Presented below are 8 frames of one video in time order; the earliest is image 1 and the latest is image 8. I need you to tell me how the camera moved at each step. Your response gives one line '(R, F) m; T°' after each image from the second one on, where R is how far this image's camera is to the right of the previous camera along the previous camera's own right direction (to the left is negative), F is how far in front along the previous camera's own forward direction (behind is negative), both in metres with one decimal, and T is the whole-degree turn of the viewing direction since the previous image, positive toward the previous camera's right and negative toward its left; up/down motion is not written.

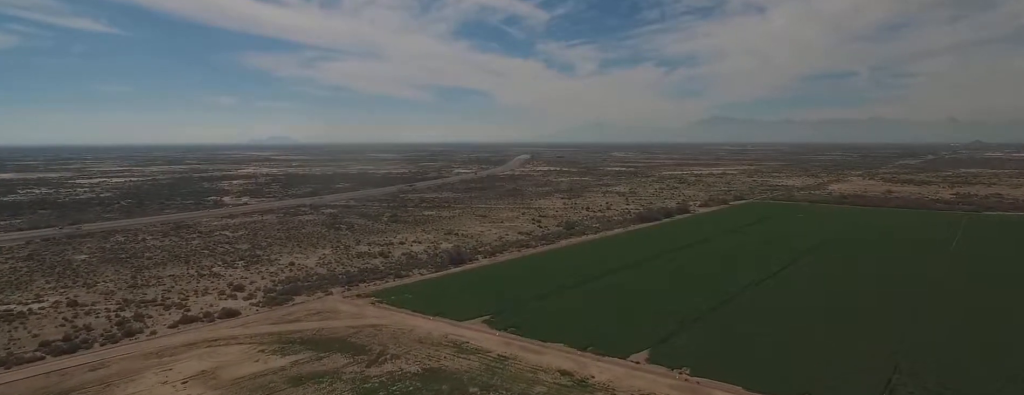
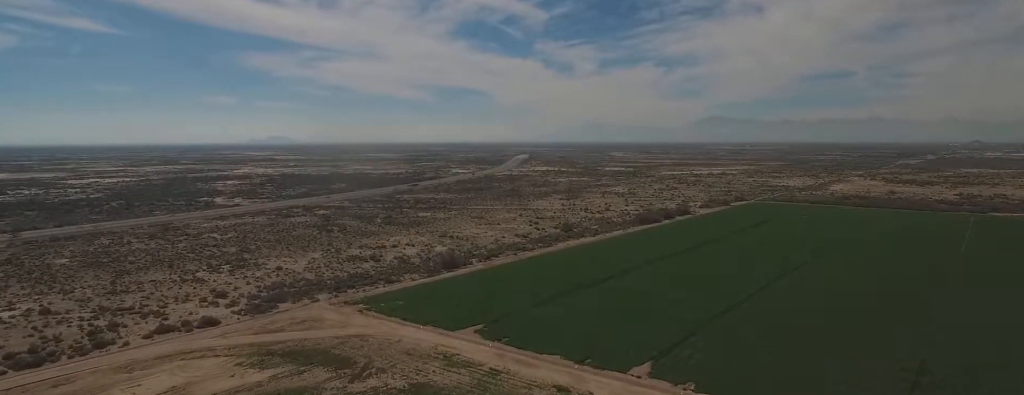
(0.0, +8.8) m; 0°
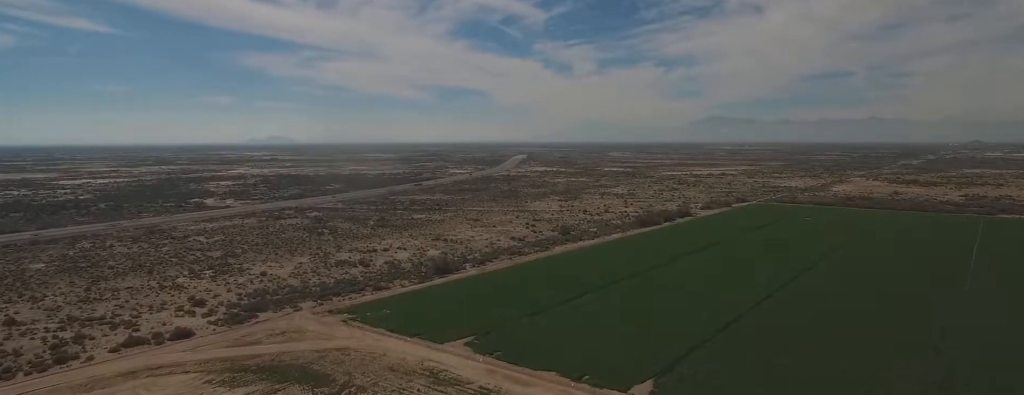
(0.0, +11.5) m; -1°
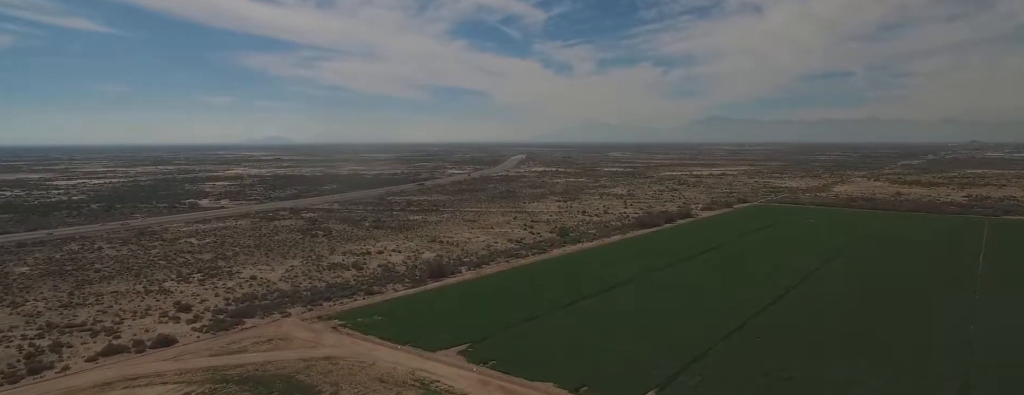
(0.0, +7.6) m; 0°
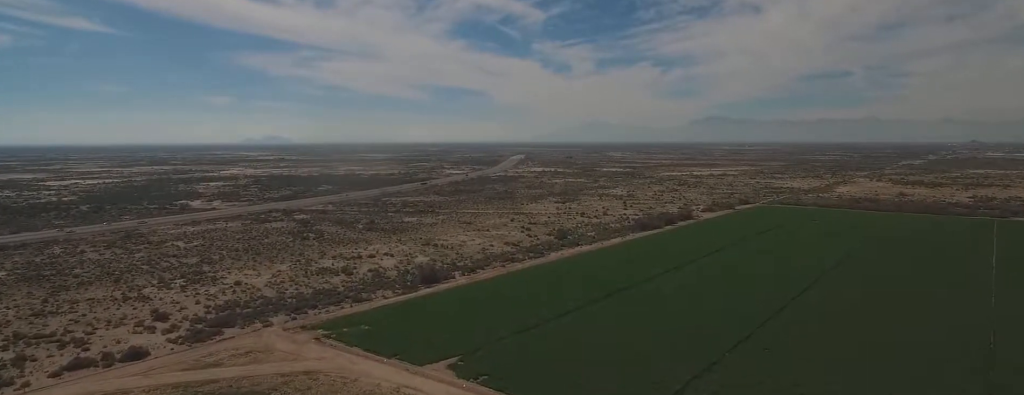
(-0.1, +9.3) m; -1°
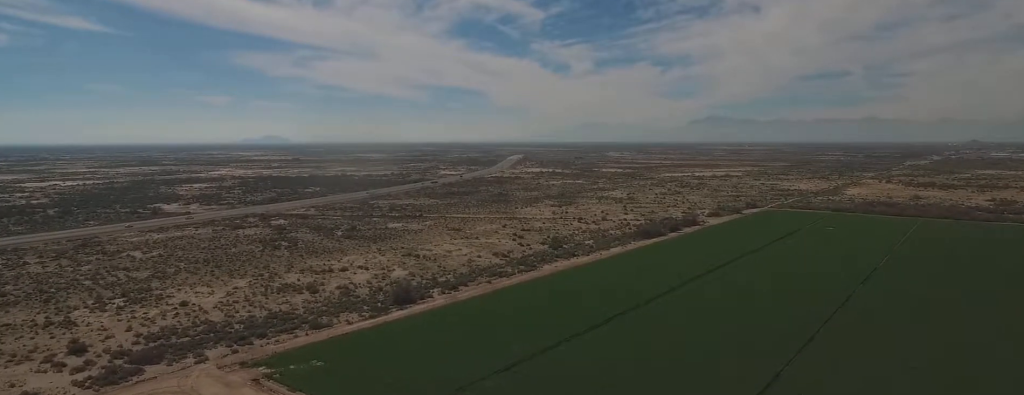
(-0.2, +26.9) m; +1°
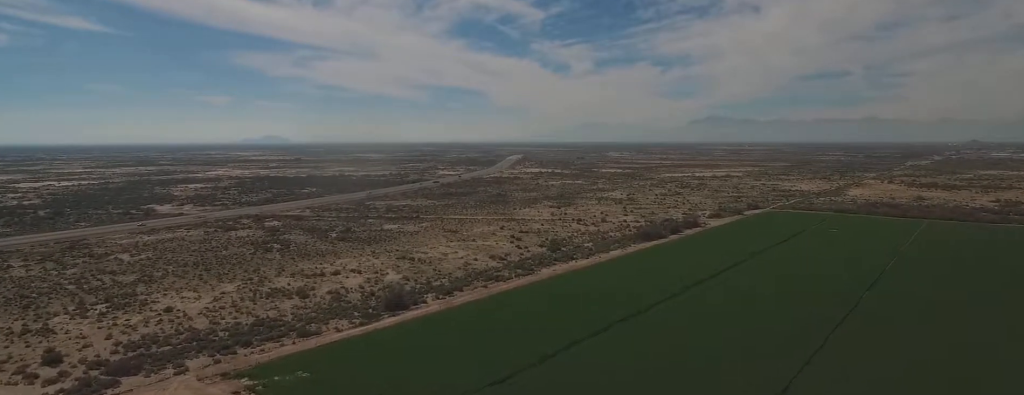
(+0.1, +6.9) m; +2°
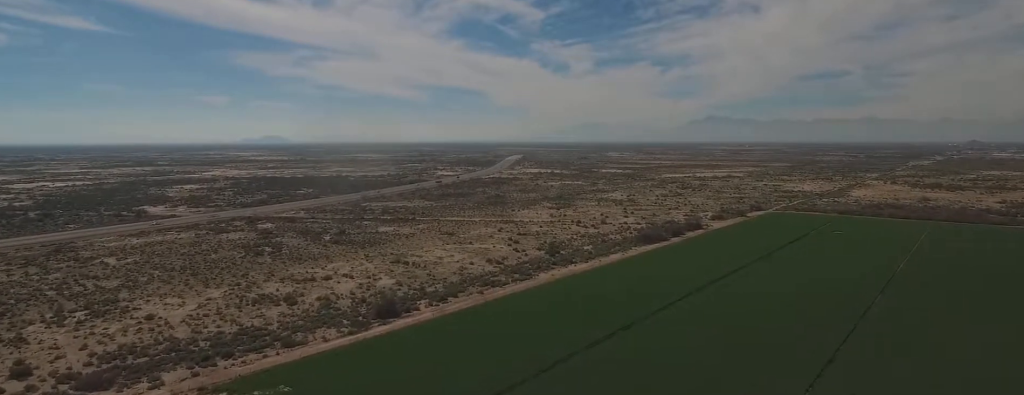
(0.0, +8.0) m; +2°
